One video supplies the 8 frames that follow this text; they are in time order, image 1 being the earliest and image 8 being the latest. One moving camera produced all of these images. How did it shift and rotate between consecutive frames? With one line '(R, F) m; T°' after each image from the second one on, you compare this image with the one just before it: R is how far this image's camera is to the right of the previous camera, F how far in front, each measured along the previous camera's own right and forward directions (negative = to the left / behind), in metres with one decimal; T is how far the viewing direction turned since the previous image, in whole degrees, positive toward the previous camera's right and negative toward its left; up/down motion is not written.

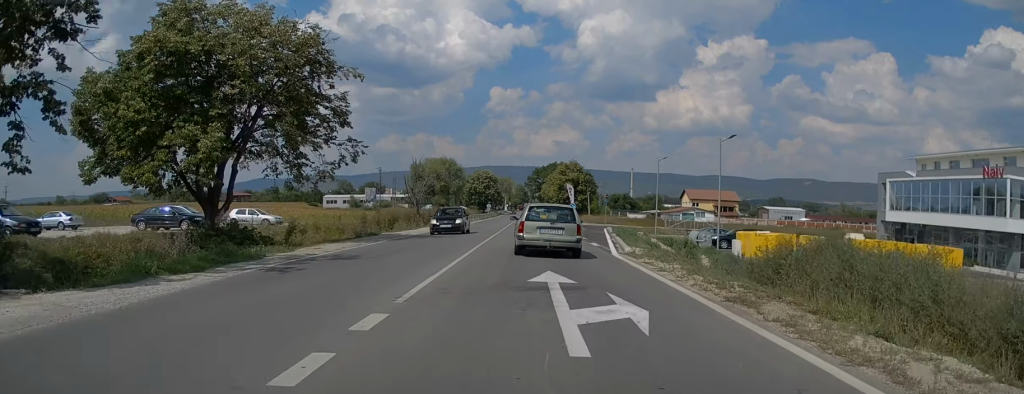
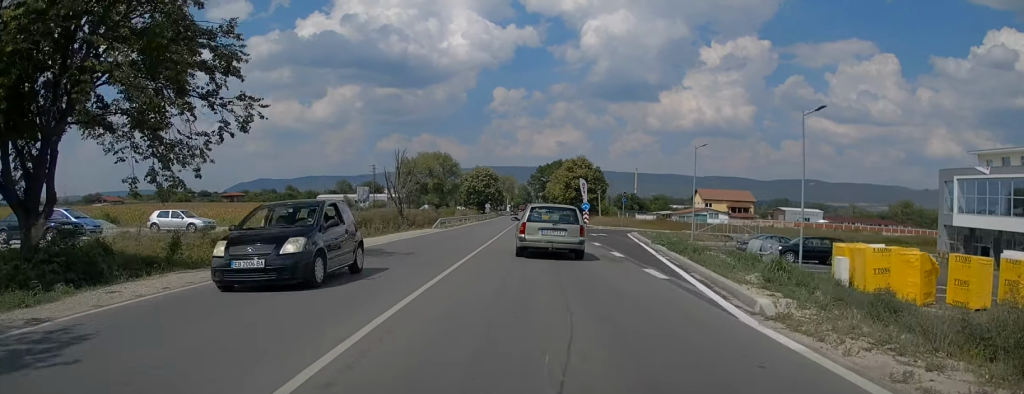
(0.0, +11.2) m; 0°
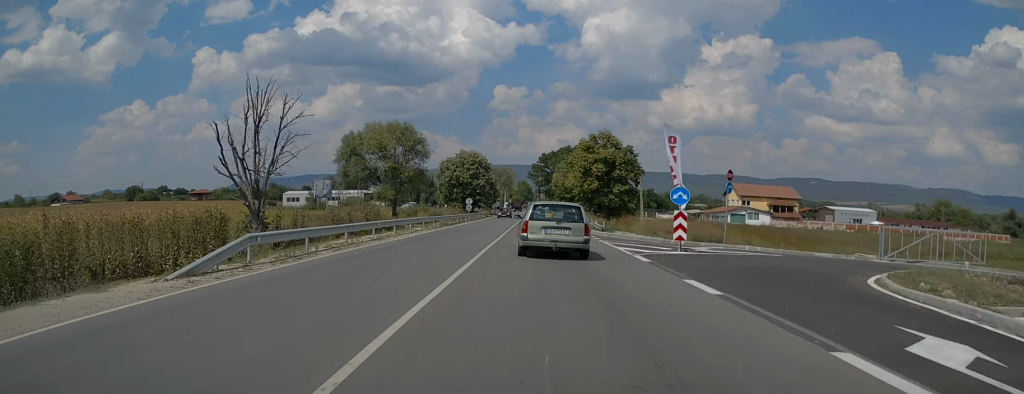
(+0.1, +33.3) m; 0°
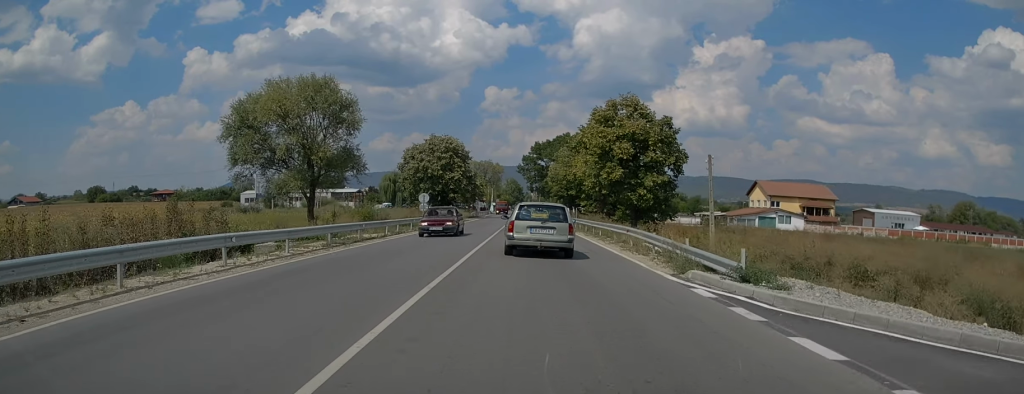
(-0.1, +25.3) m; 0°
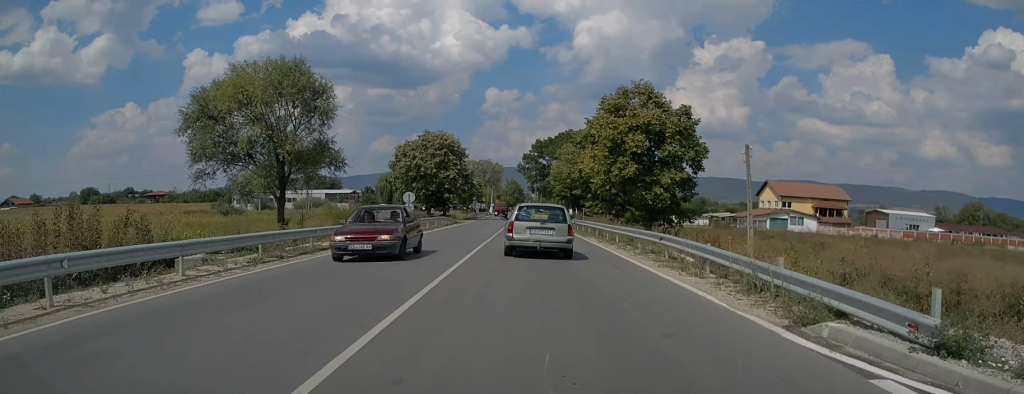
(0.0, +5.8) m; 0°
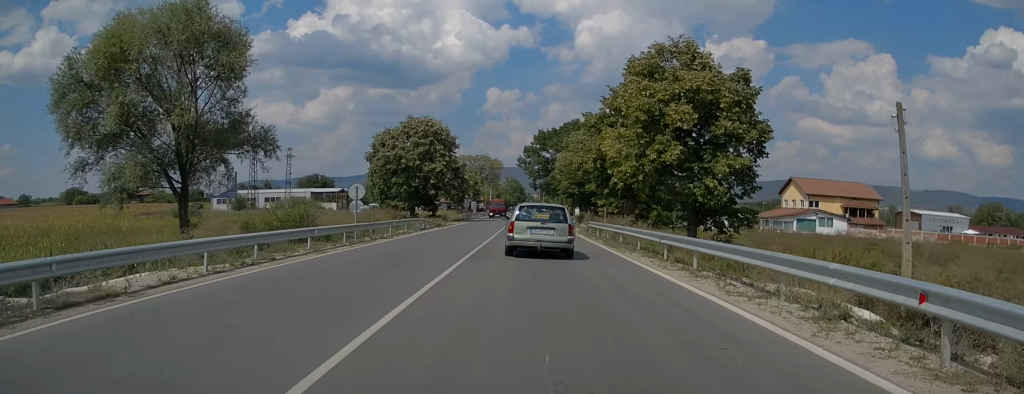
(0.0, +12.2) m; 0°
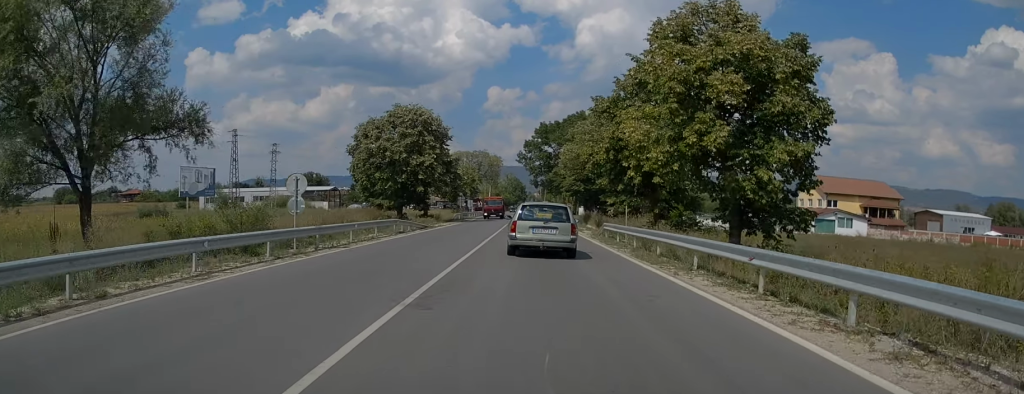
(0.0, +7.2) m; 0°
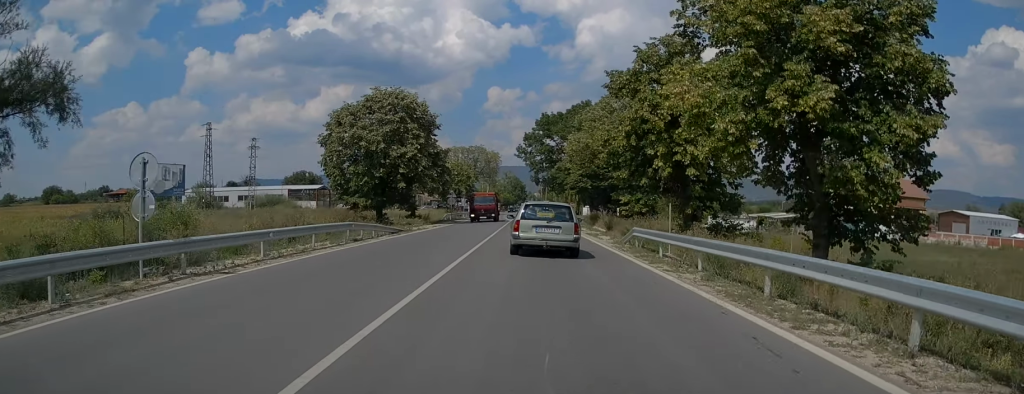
(0.0, +8.6) m; 0°
